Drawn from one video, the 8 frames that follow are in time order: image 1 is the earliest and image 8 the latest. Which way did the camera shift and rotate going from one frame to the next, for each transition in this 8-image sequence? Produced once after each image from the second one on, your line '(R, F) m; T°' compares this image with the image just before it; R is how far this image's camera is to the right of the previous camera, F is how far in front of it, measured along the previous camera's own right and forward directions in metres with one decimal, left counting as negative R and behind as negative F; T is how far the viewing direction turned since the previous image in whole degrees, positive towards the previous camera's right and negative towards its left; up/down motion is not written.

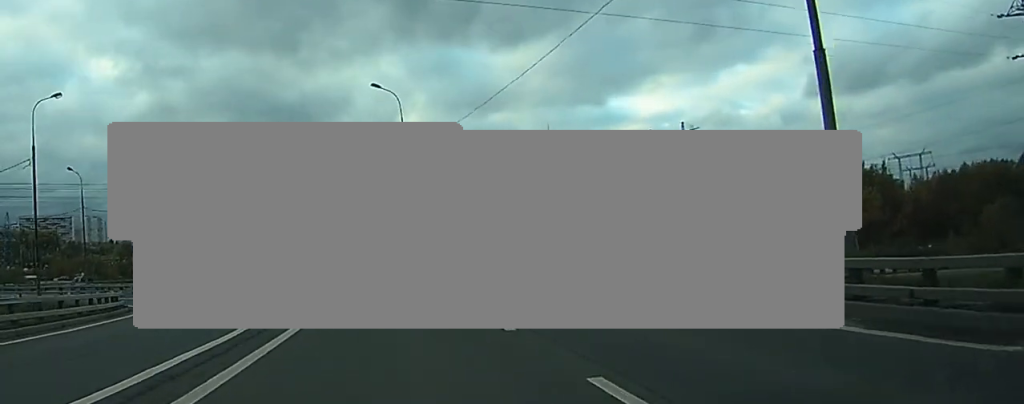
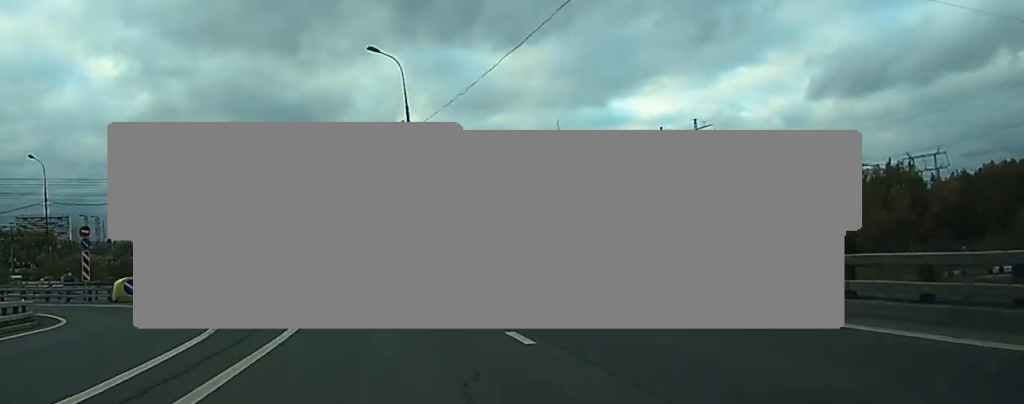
(+0.1, +10.6) m; 0°
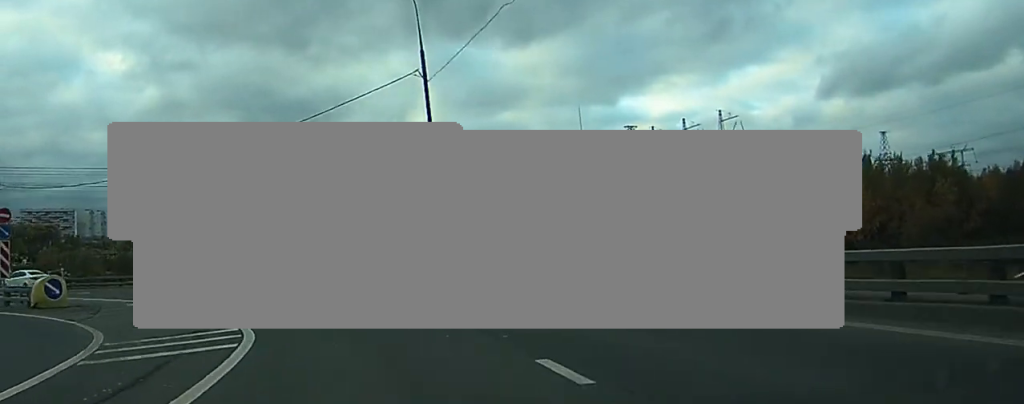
(-0.1, +12.5) m; -3°
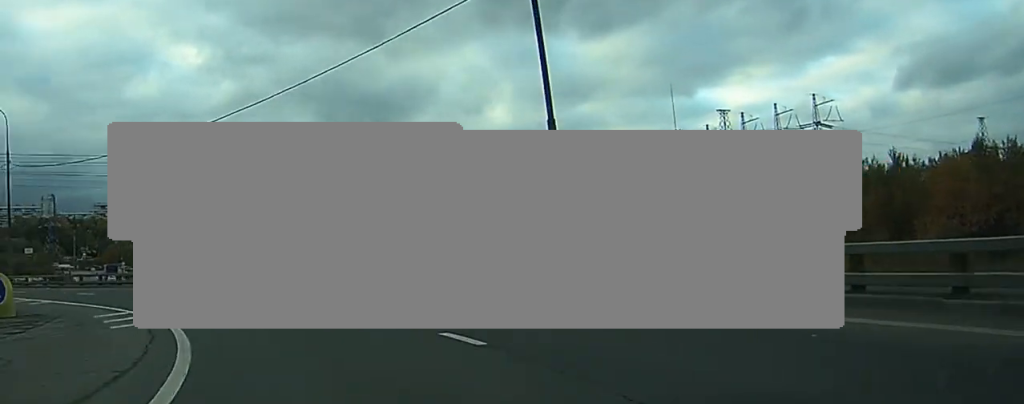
(-0.5, +12.3) m; -5°
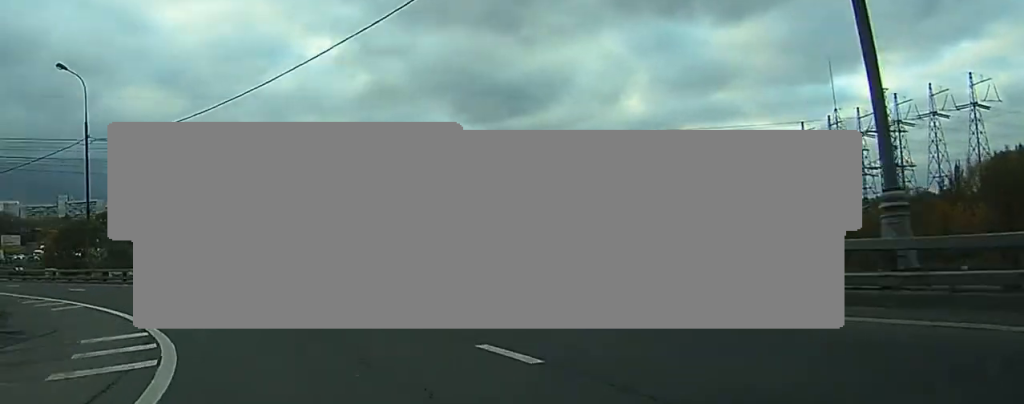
(-0.5, +11.1) m; -5°
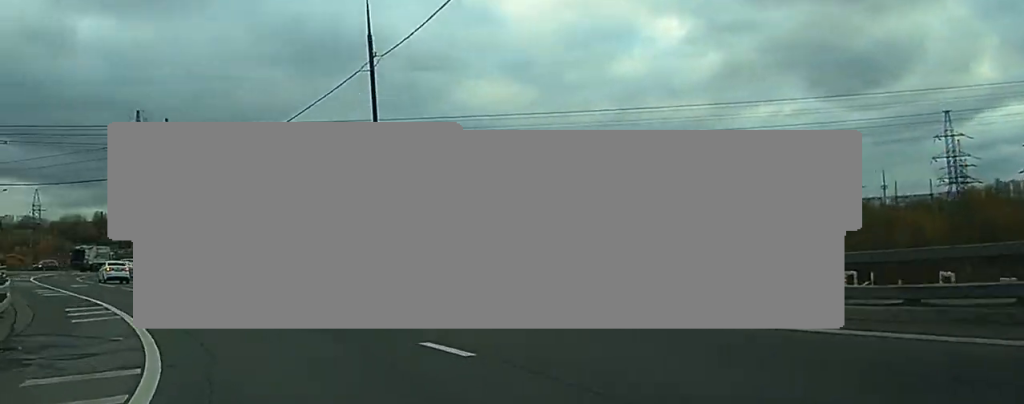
(-1.4, +22.7) m; -11°
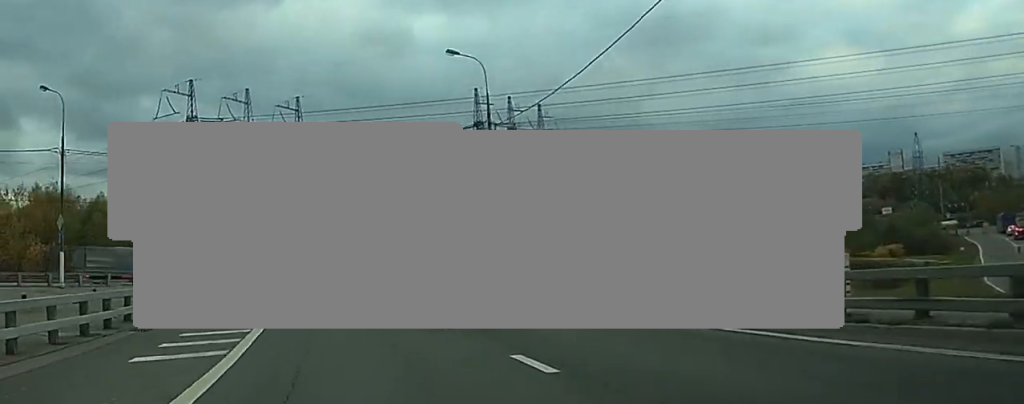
(-3.7, +24.1) m; -12°
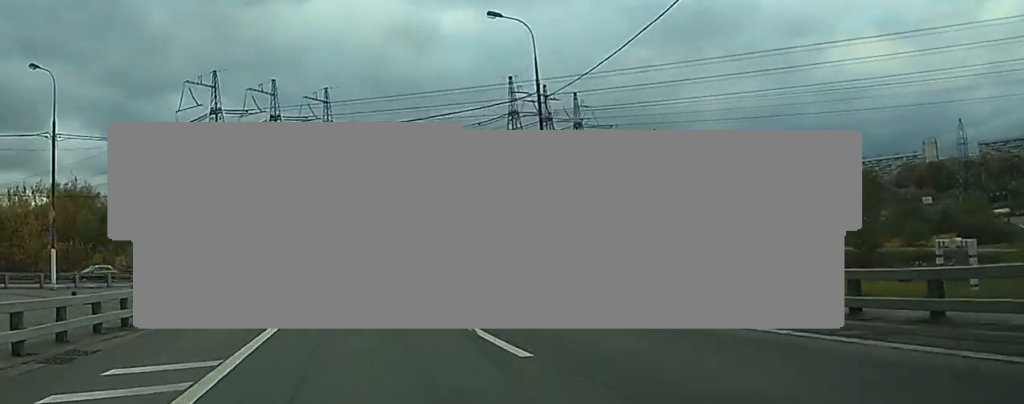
(0.0, +6.1) m; -1°
